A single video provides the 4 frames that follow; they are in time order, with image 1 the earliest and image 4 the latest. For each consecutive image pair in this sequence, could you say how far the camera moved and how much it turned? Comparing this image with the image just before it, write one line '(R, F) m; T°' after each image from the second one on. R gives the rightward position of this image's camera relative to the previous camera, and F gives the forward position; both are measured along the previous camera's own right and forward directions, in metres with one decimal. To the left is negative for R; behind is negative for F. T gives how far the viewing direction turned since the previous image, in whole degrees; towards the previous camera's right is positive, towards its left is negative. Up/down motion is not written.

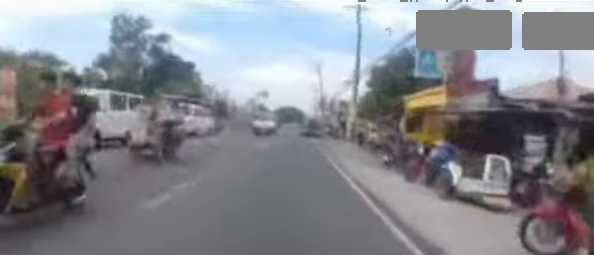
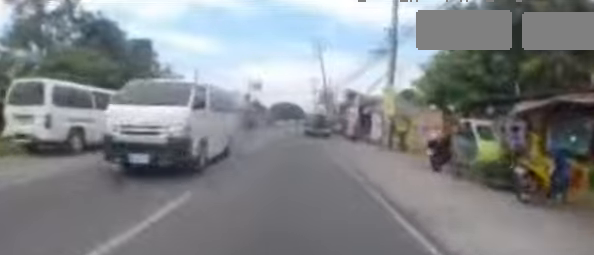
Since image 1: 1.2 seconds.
(+0.2, +10.9) m; +3°
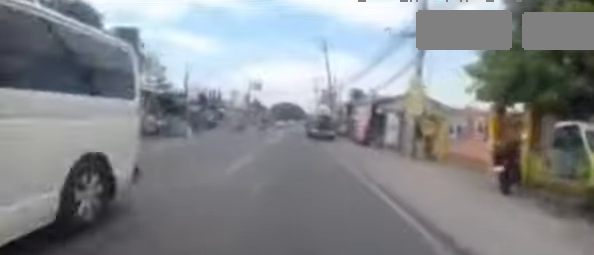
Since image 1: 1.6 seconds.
(0.0, +3.3) m; +1°
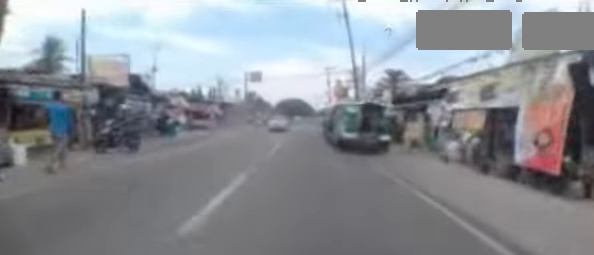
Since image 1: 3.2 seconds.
(0.0, +13.2) m; 0°
